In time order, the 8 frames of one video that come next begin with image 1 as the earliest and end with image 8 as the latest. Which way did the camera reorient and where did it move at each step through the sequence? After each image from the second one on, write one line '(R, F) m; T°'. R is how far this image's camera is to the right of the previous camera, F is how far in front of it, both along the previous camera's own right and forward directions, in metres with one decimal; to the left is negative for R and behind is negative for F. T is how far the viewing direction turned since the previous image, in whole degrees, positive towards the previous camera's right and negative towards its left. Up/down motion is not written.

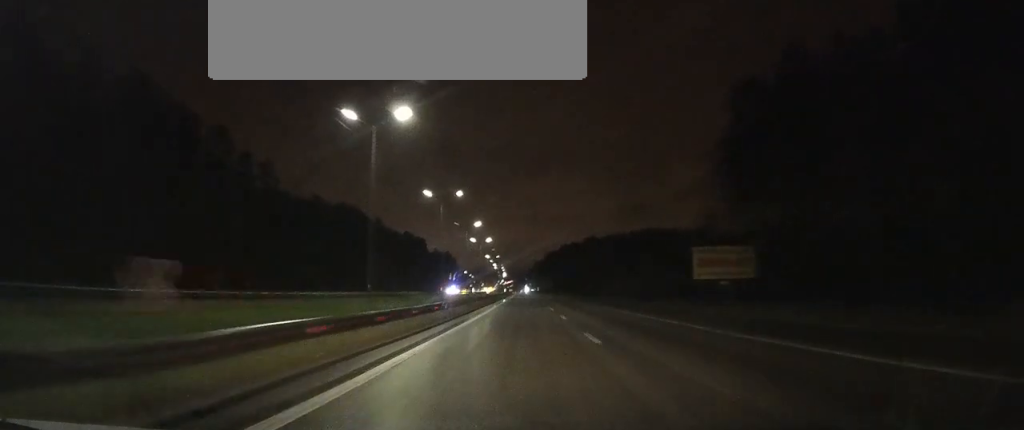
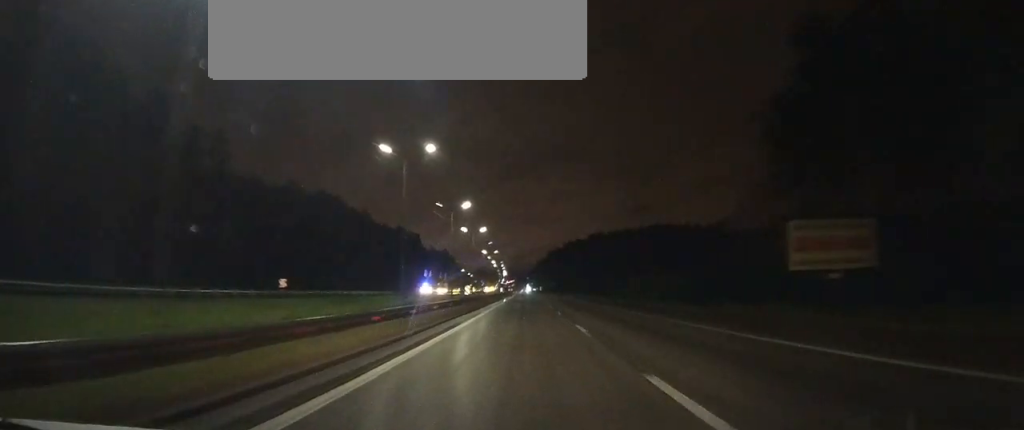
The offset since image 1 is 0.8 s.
(-0.1, +20.5) m; 0°
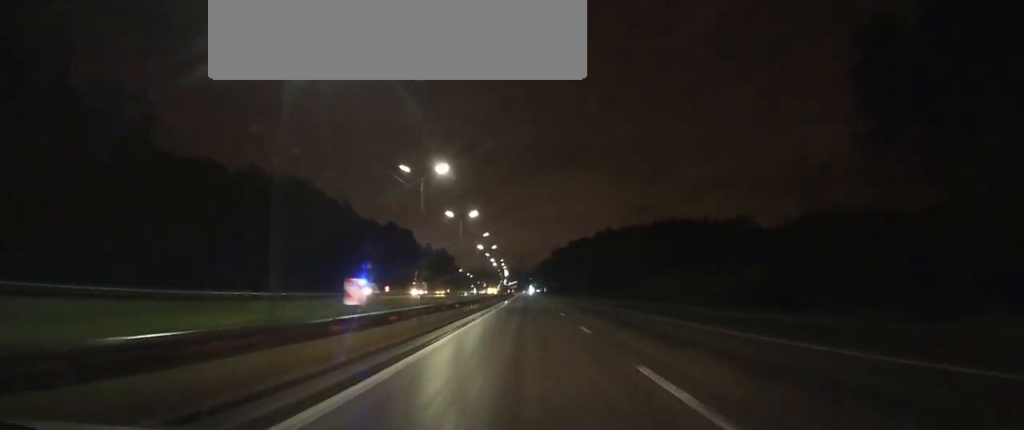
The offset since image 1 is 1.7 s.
(0.0, +26.1) m; 0°
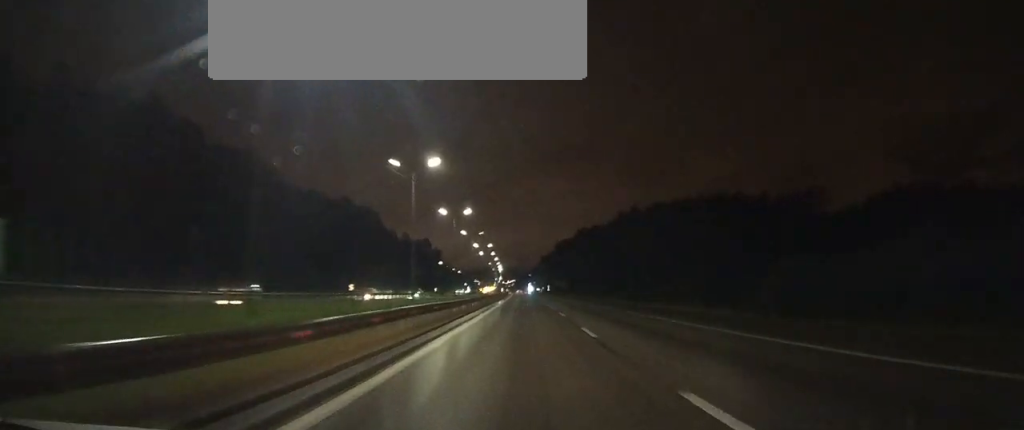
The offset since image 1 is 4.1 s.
(0.0, +68.0) m; 0°
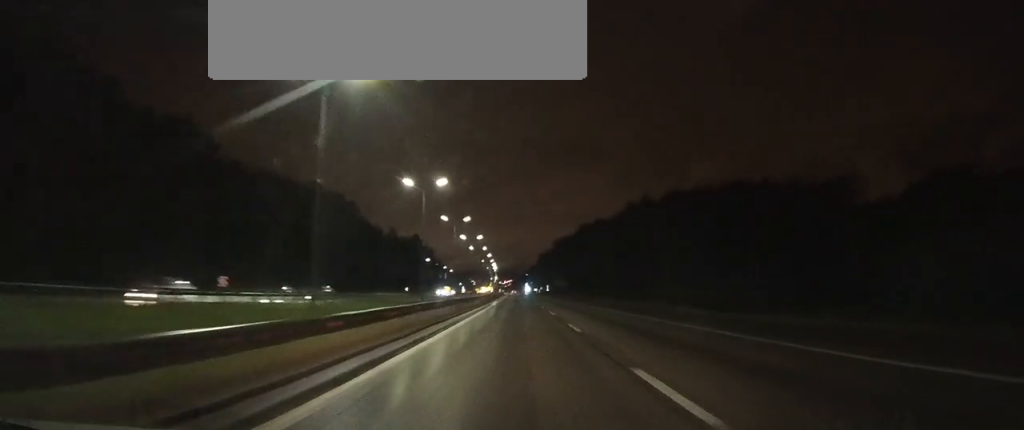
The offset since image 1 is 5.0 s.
(0.0, +22.5) m; 0°
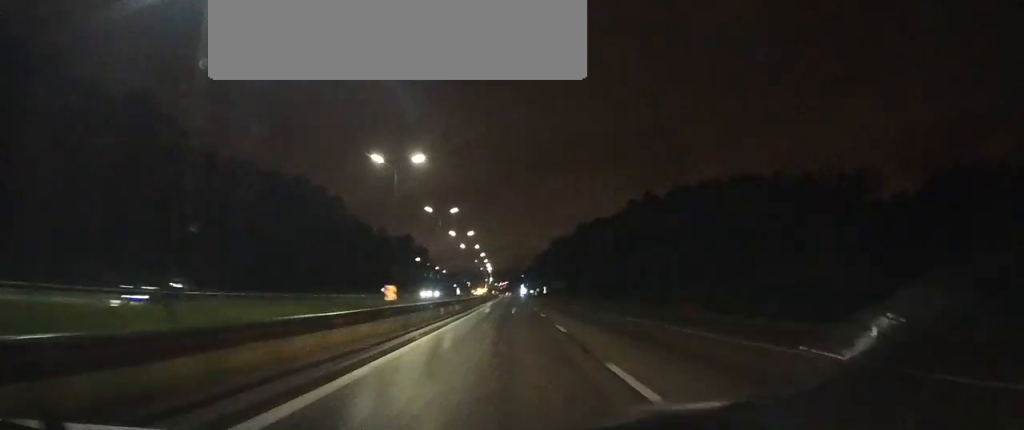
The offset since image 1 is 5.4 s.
(0.0, +11.1) m; 0°
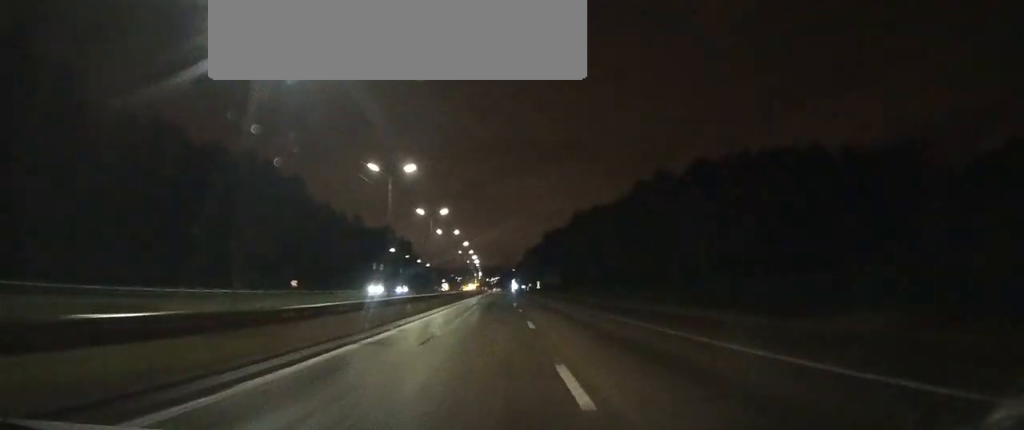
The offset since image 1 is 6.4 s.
(0.0, +23.6) m; 0°
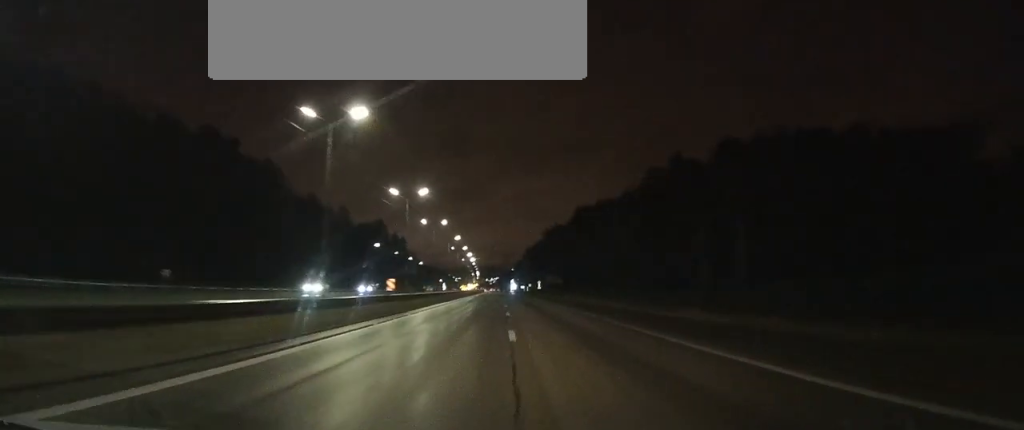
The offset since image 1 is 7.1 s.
(0.0, +15.4) m; 0°
